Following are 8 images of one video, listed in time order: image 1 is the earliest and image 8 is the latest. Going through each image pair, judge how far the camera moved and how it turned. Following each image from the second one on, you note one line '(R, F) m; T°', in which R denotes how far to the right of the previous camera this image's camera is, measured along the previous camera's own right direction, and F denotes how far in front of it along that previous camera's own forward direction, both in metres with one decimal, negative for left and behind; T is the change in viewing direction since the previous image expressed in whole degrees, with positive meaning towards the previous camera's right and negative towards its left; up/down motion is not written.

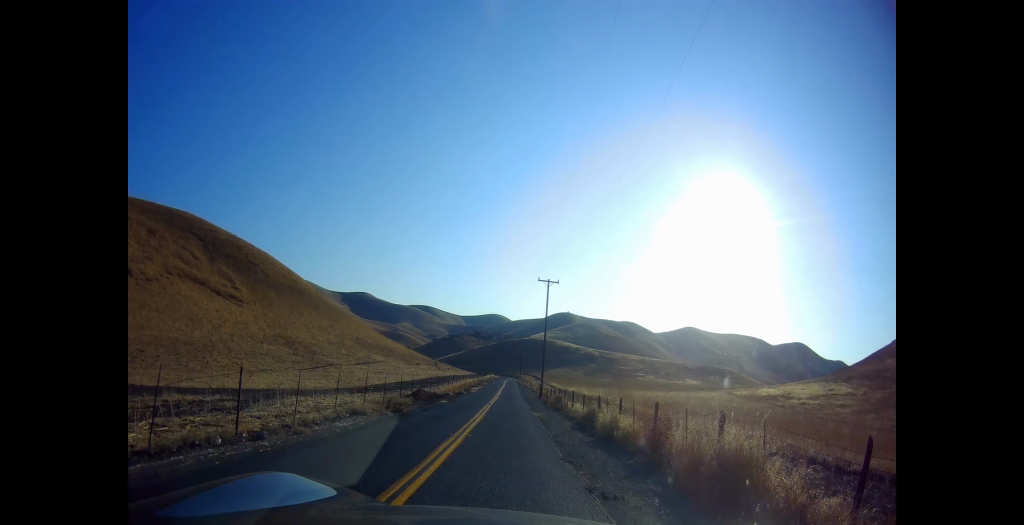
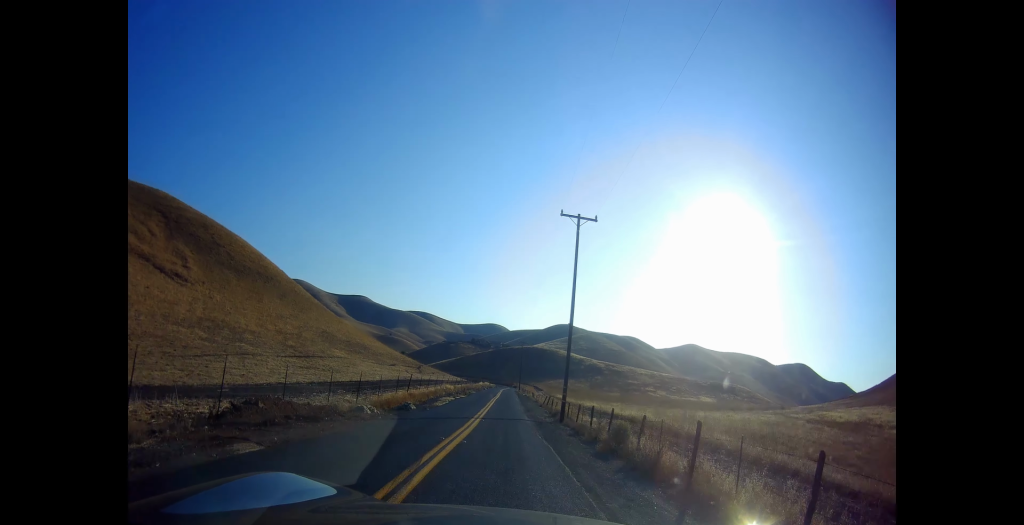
(0.0, +22.8) m; +1°
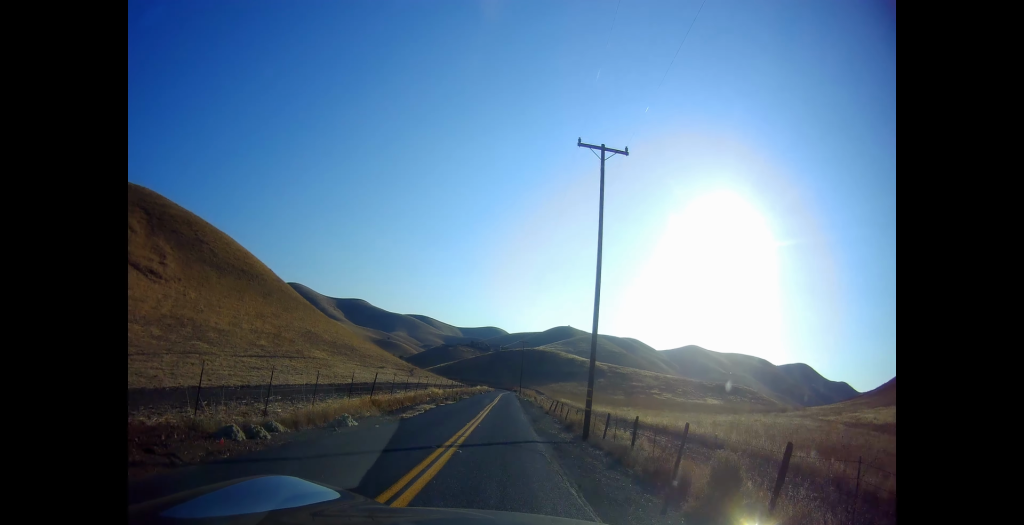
(+0.1, +8.7) m; 0°
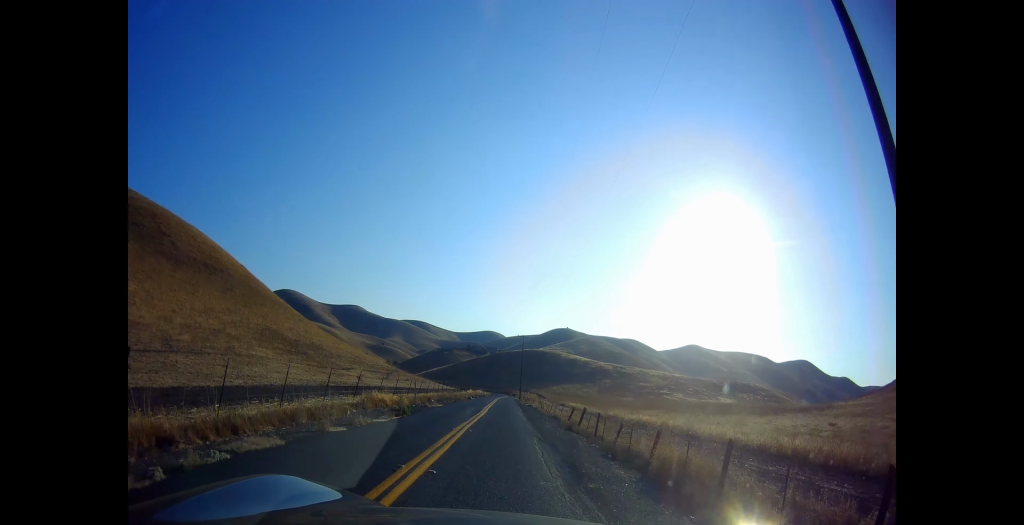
(+0.2, +17.4) m; 0°
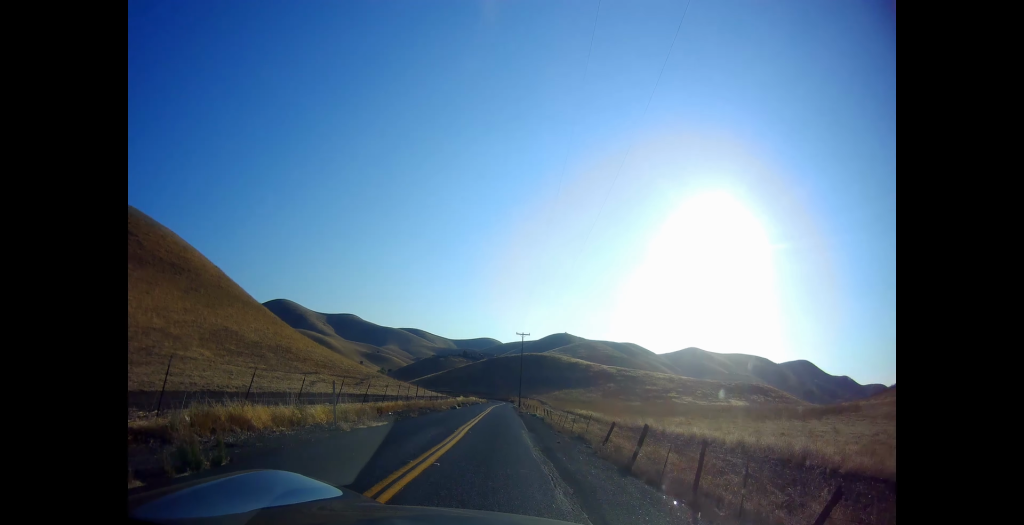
(0.0, +13.3) m; 0°
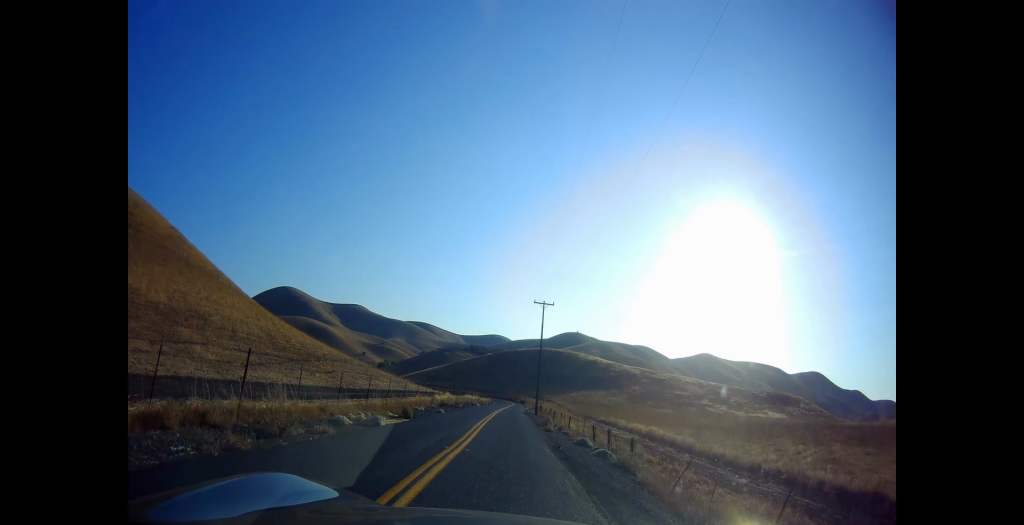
(-0.4, +26.4) m; -2°
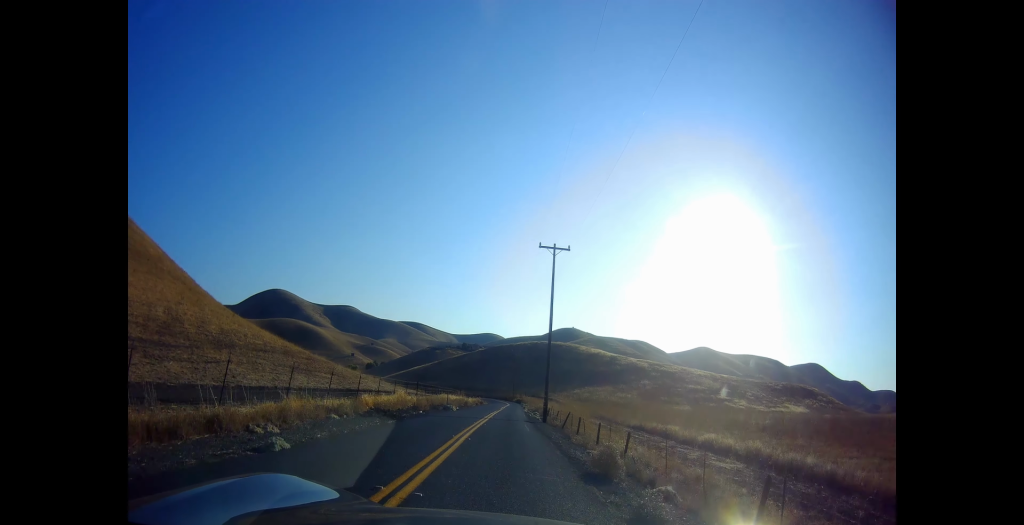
(-0.3, +19.4) m; 0°
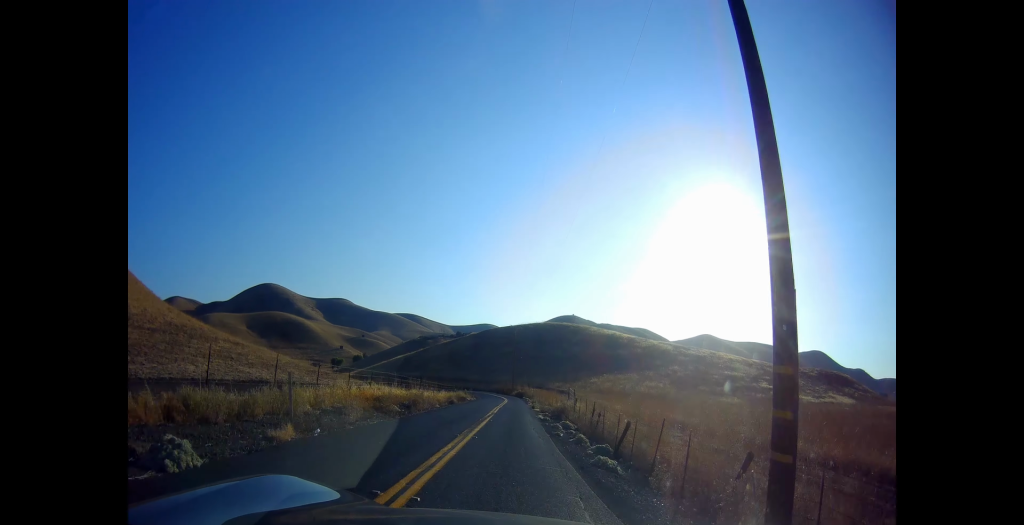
(+1.0, +30.0) m; +3°
